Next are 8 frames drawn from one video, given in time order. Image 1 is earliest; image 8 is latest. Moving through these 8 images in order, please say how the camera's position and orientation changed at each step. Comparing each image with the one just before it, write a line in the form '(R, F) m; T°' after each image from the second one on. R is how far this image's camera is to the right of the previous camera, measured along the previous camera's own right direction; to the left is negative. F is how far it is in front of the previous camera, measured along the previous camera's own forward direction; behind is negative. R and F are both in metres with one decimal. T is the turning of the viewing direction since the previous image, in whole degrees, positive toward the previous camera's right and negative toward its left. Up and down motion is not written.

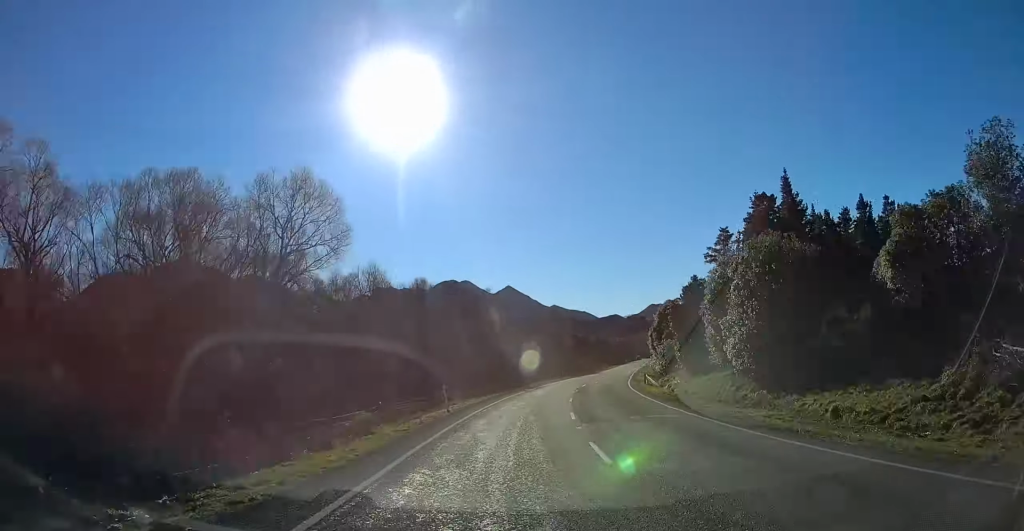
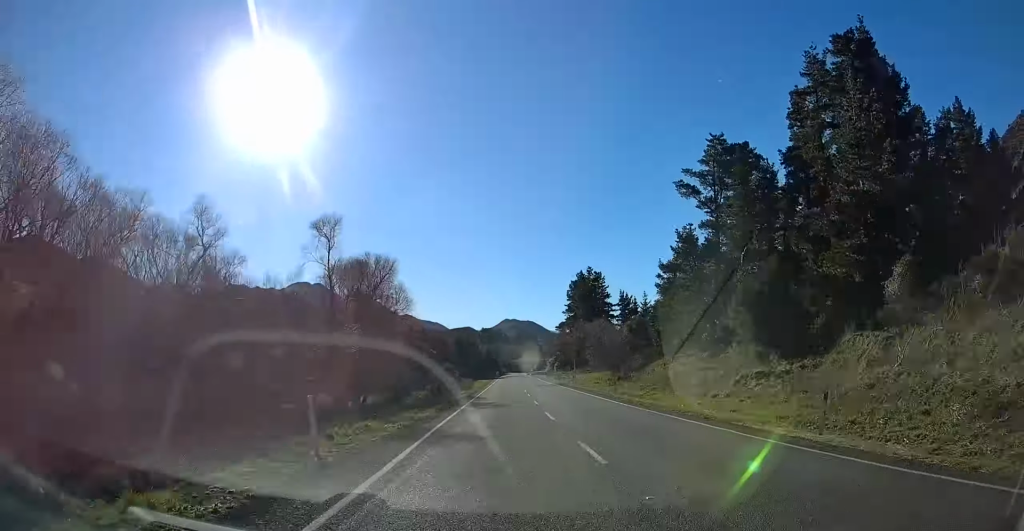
(+8.0, +68.7) m; +10°
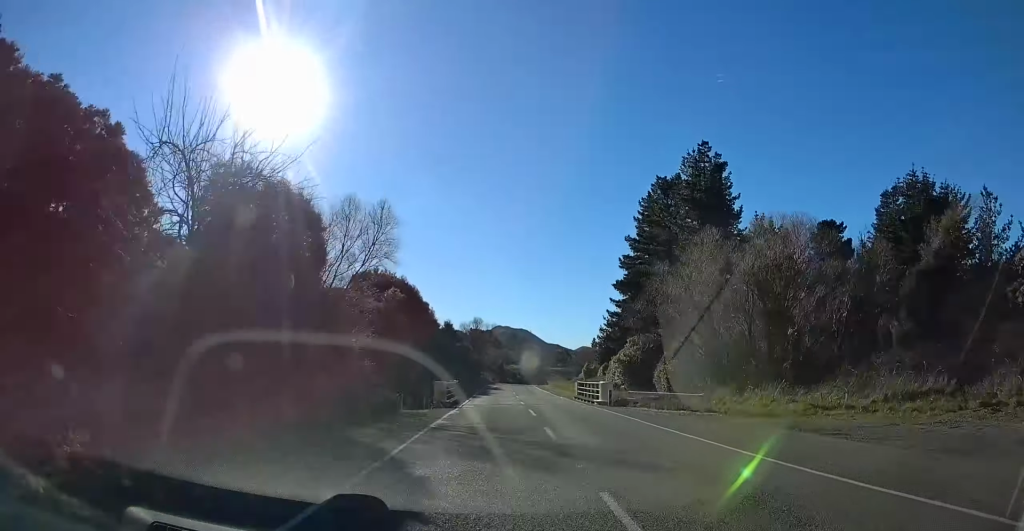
(+7.3, +124.3) m; +4°
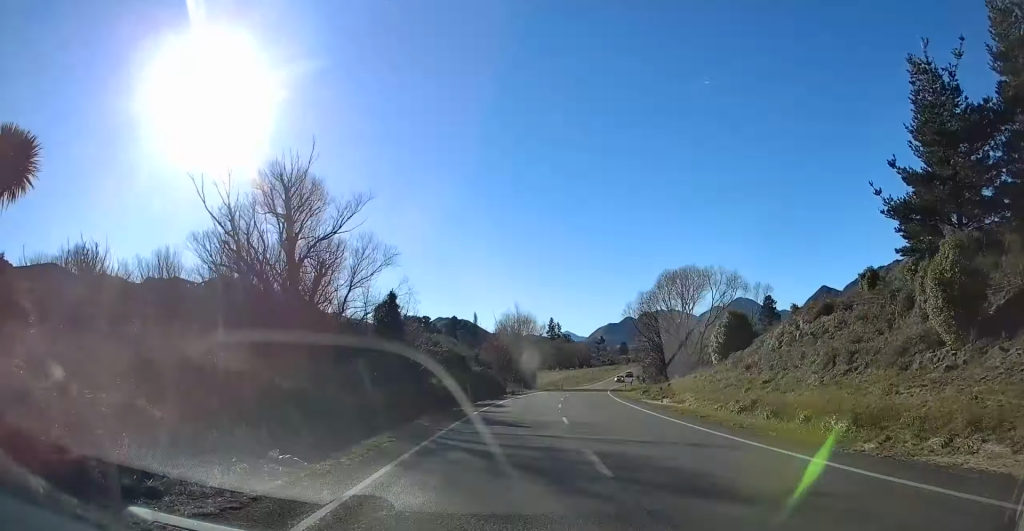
(+2.9, +126.3) m; +6°
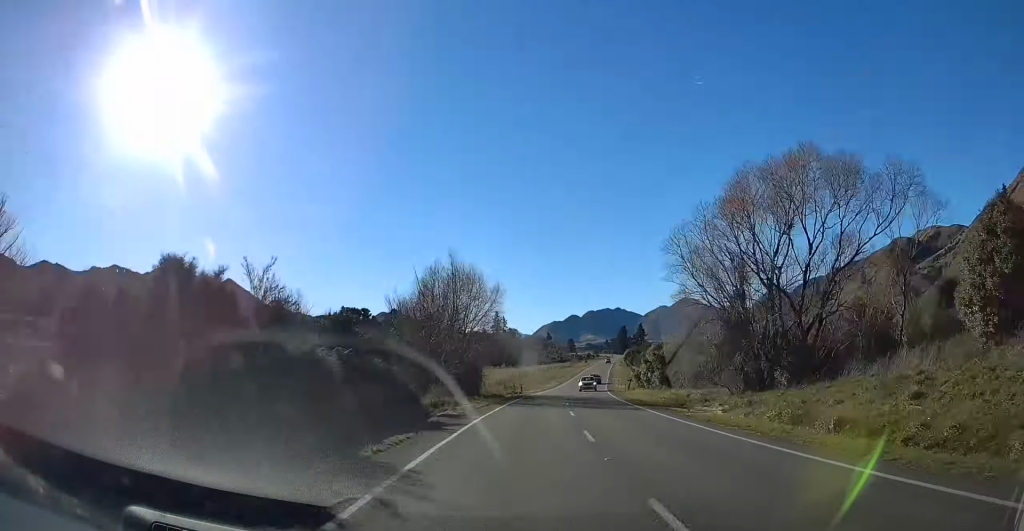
(+1.2, +35.1) m; +3°
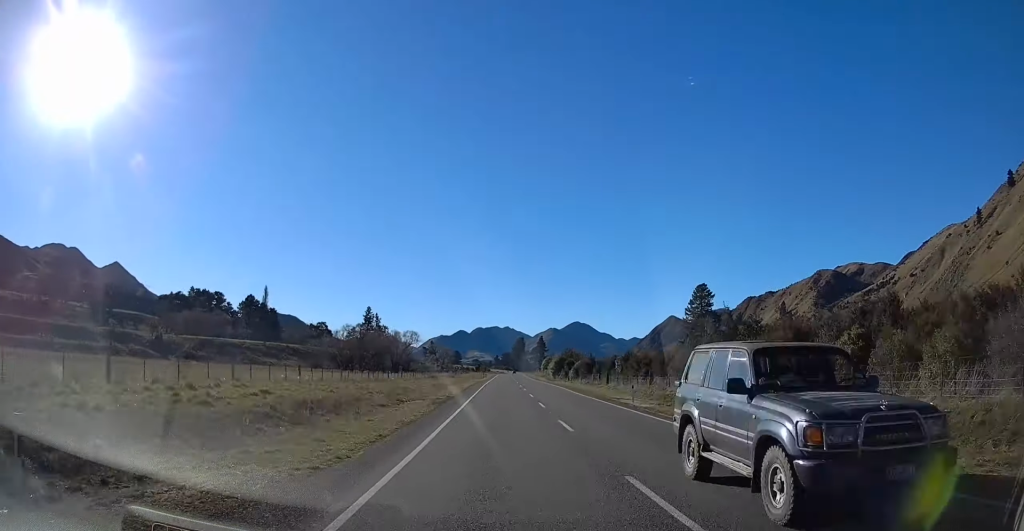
(+9.8, +108.8) m; +8°
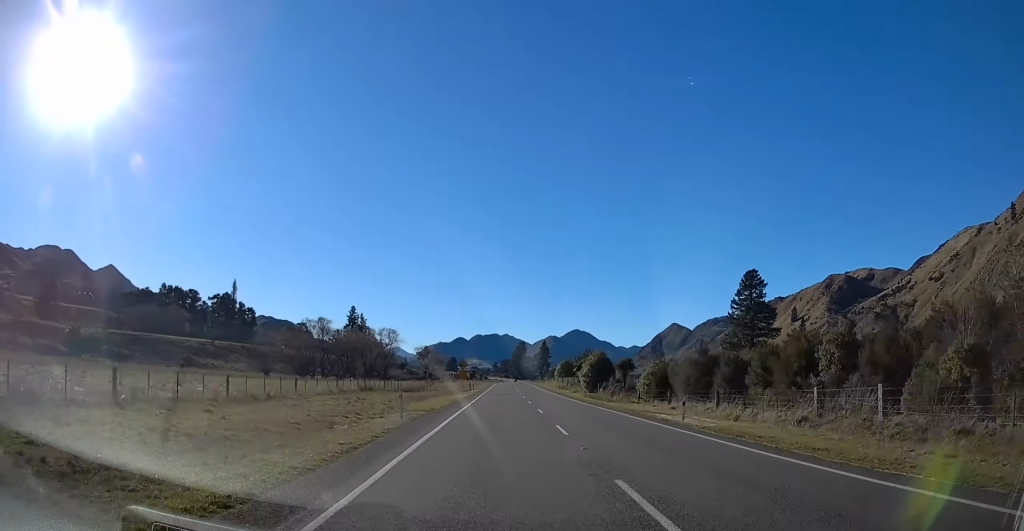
(+1.6, +50.7) m; +2°
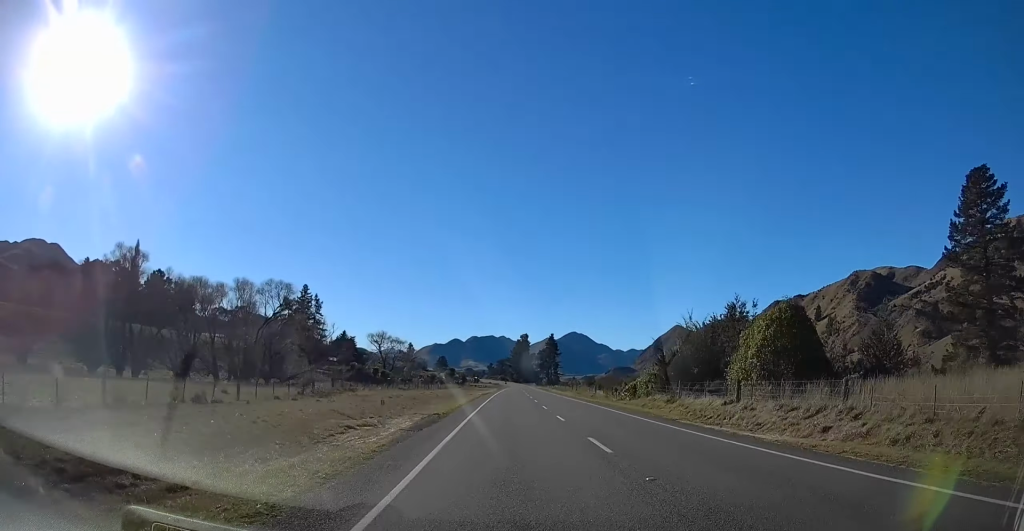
(+0.6, +106.5) m; +1°
